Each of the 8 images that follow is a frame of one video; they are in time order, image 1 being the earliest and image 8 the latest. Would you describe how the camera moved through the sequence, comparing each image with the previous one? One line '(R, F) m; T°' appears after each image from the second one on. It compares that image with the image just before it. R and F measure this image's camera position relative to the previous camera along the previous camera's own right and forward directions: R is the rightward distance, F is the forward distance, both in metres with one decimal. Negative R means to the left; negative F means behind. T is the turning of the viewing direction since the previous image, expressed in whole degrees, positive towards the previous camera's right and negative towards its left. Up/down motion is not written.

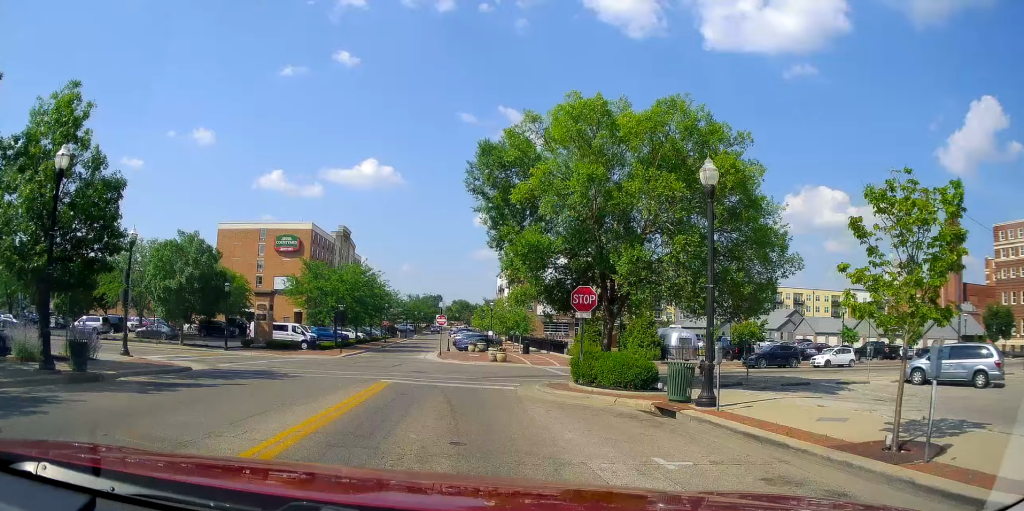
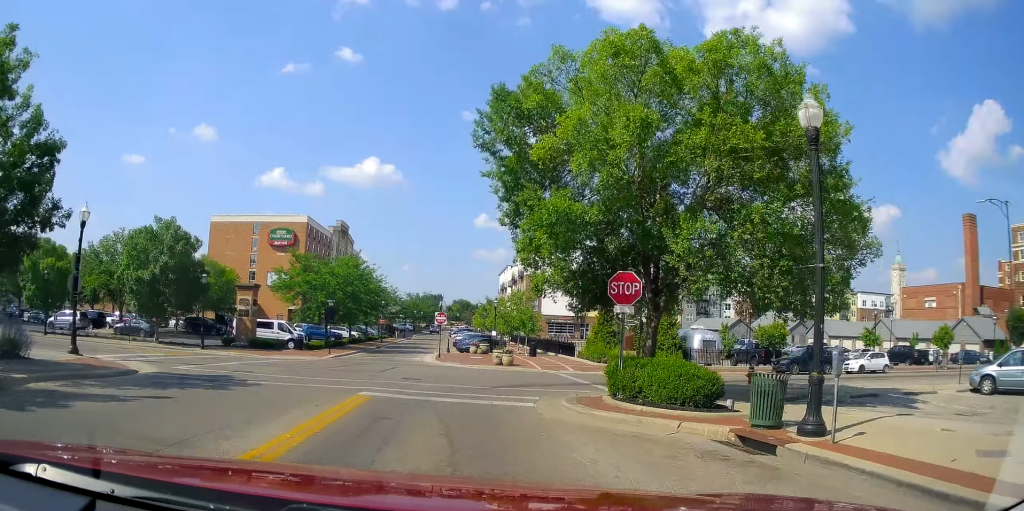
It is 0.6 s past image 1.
(-0.3, +4.3) m; -4°
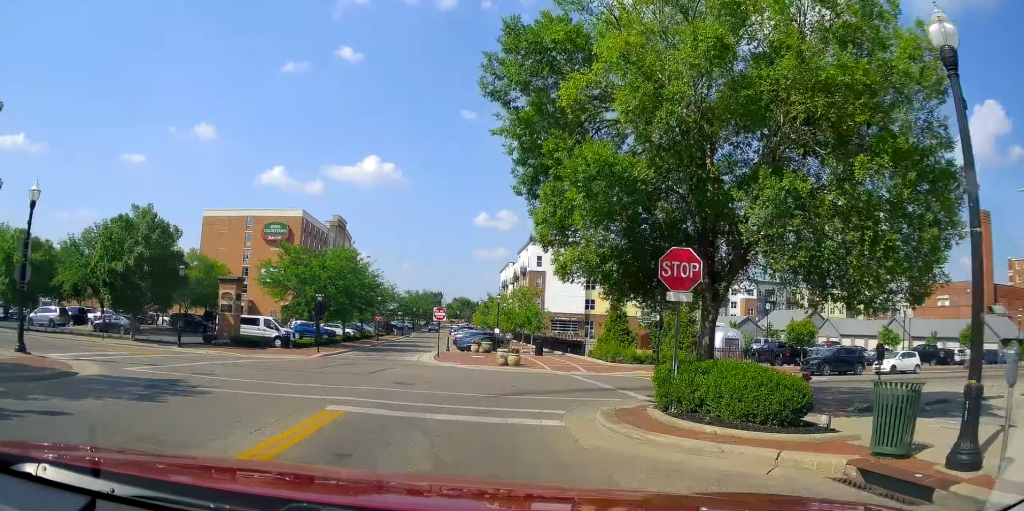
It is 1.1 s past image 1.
(0.0, +3.4) m; 0°
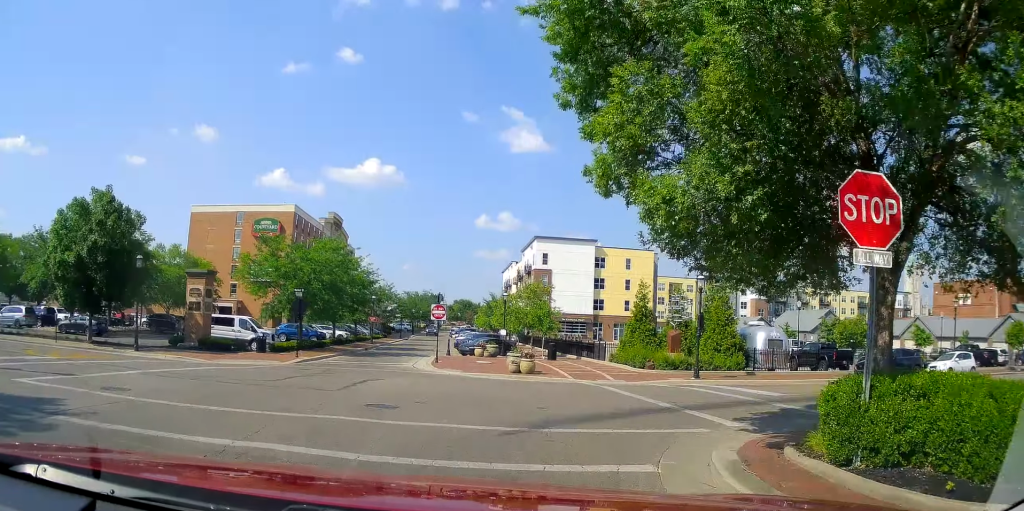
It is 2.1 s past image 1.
(0.0, +5.6) m; -3°
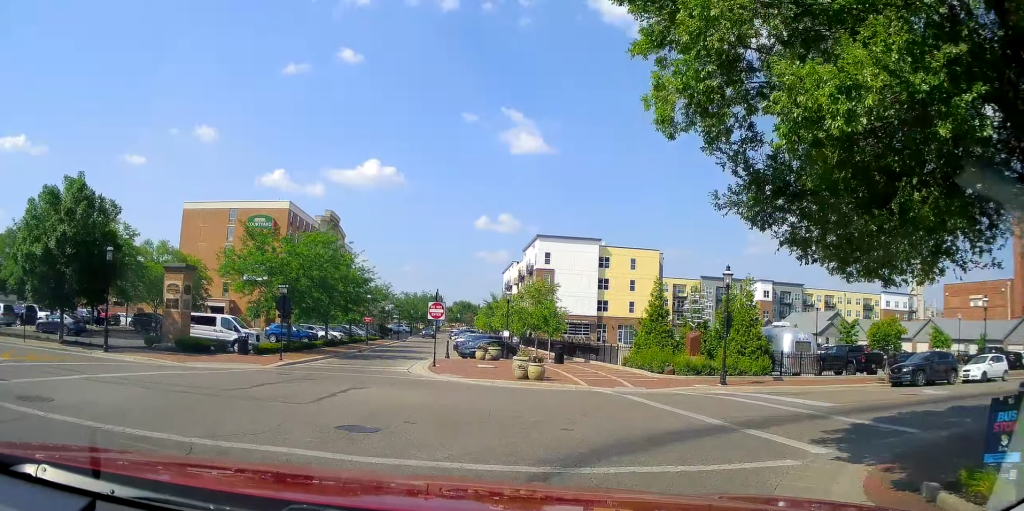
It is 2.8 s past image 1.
(0.0, +3.7) m; -3°
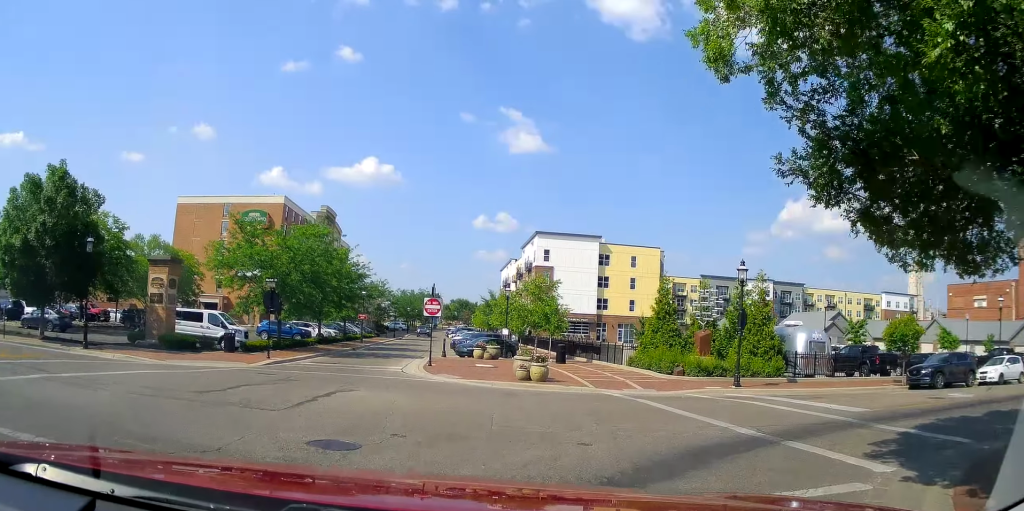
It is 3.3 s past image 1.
(-0.3, +2.2) m; +2°
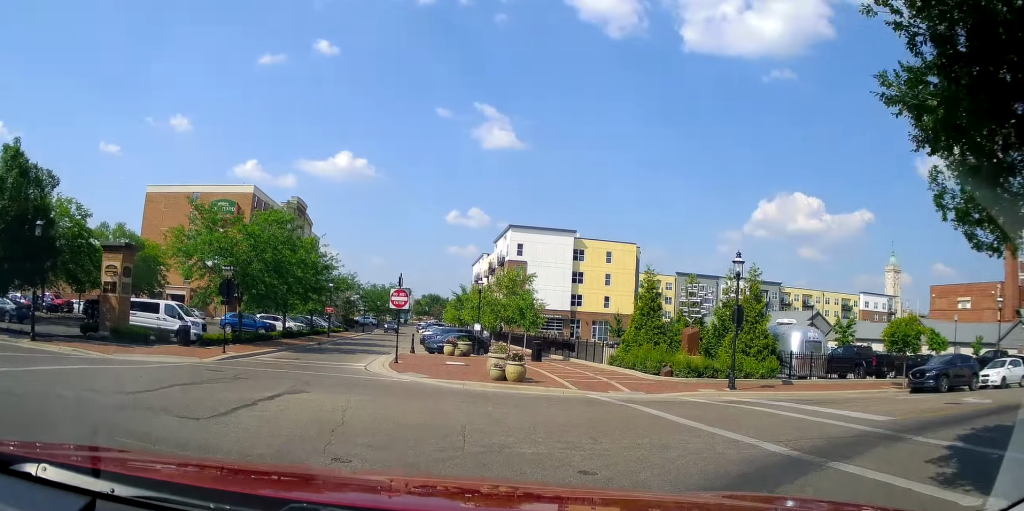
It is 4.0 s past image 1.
(+0.1, +3.0) m; +7°
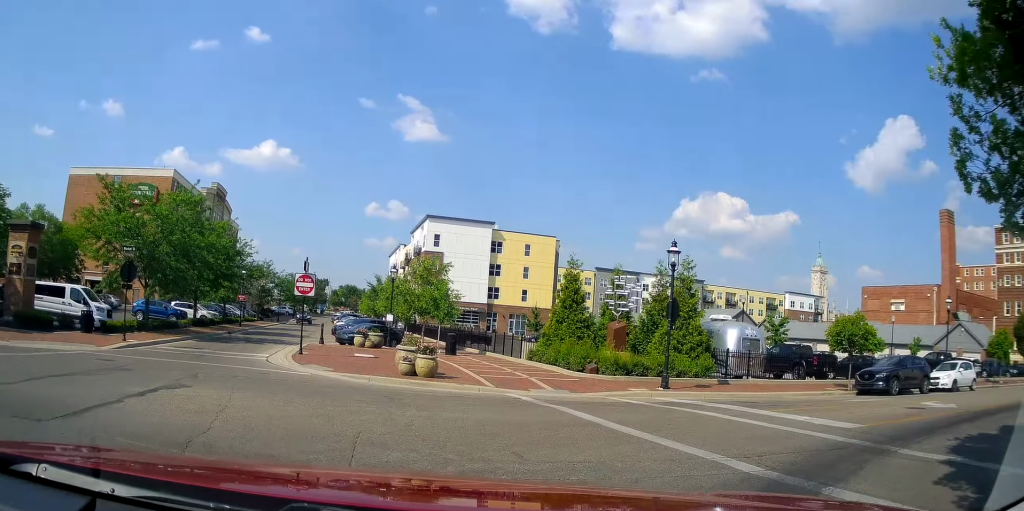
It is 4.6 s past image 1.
(+0.2, +2.4) m; +9°
